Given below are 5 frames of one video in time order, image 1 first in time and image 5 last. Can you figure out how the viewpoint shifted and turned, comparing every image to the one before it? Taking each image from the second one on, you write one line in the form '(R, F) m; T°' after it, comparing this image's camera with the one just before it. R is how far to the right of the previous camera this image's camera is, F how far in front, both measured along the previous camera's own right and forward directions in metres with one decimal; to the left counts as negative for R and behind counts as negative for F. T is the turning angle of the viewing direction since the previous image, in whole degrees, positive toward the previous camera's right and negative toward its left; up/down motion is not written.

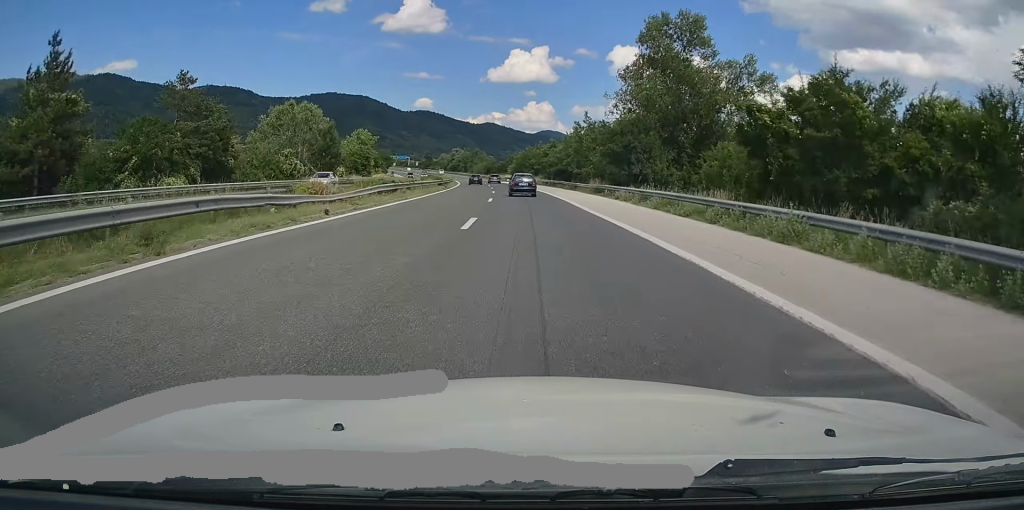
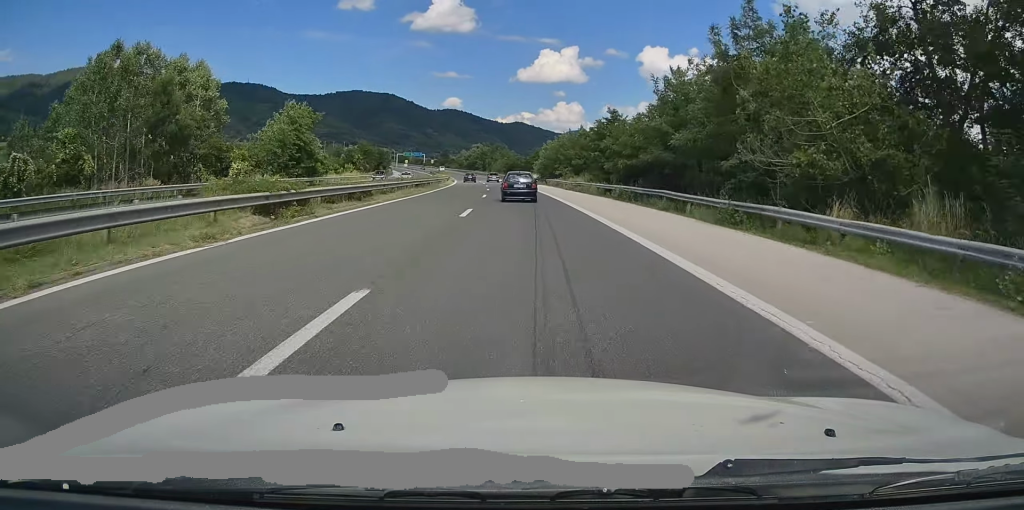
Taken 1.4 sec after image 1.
(-0.5, +44.5) m; -2°
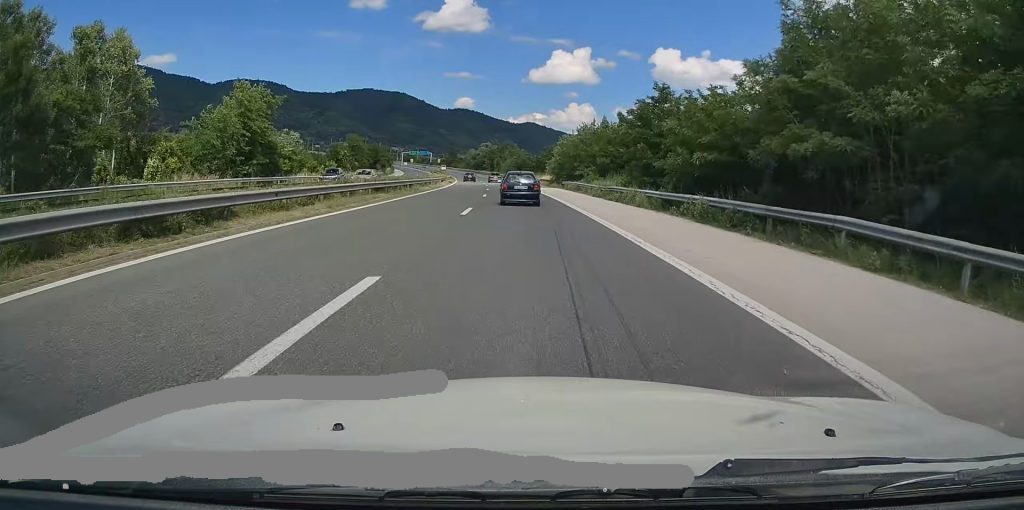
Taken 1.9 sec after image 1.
(0.0, +15.3) m; -1°
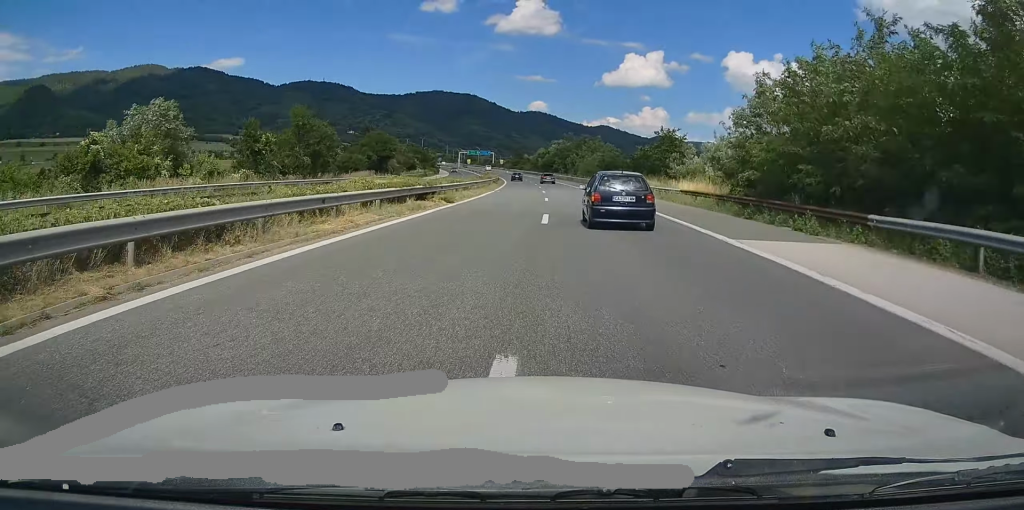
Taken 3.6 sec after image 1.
(-2.1, +50.6) m; -4°
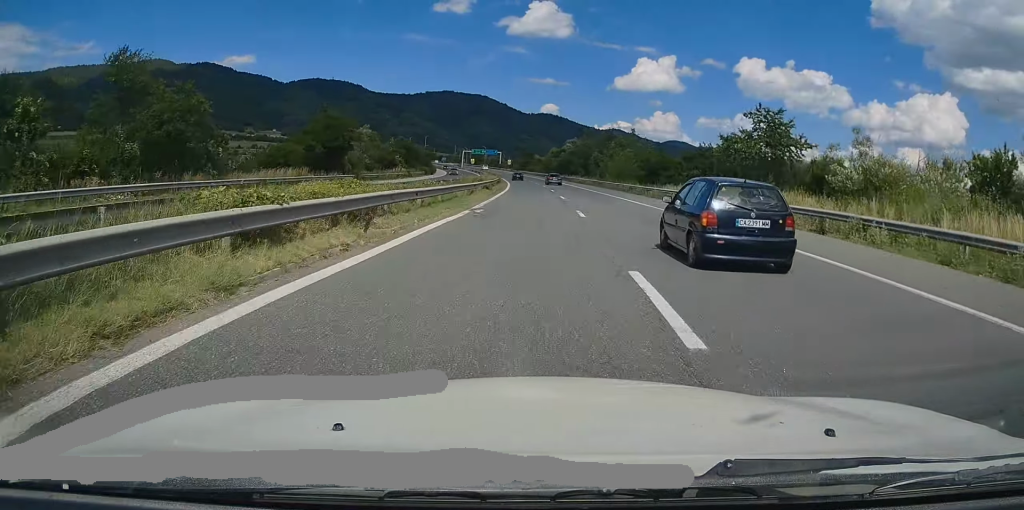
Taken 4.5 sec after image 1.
(-0.5, +27.4) m; -2°
